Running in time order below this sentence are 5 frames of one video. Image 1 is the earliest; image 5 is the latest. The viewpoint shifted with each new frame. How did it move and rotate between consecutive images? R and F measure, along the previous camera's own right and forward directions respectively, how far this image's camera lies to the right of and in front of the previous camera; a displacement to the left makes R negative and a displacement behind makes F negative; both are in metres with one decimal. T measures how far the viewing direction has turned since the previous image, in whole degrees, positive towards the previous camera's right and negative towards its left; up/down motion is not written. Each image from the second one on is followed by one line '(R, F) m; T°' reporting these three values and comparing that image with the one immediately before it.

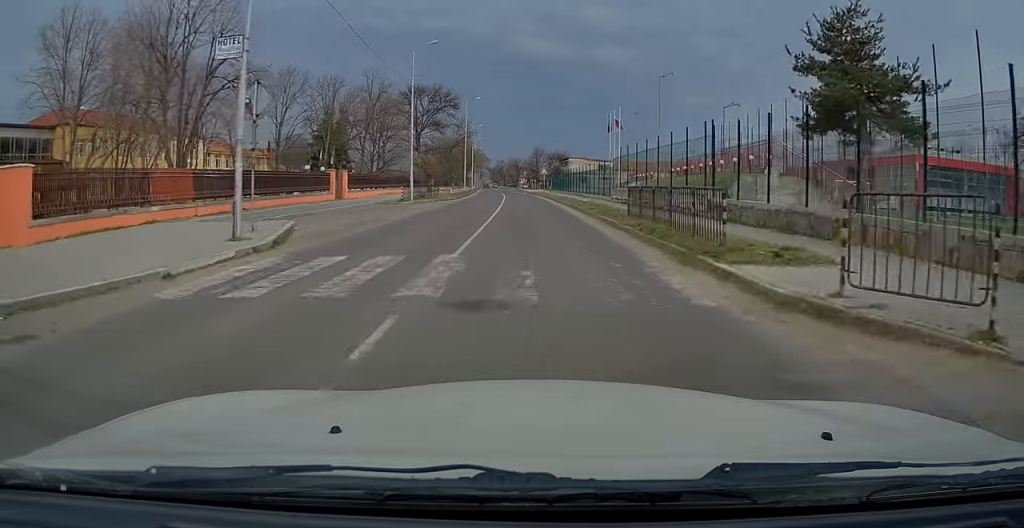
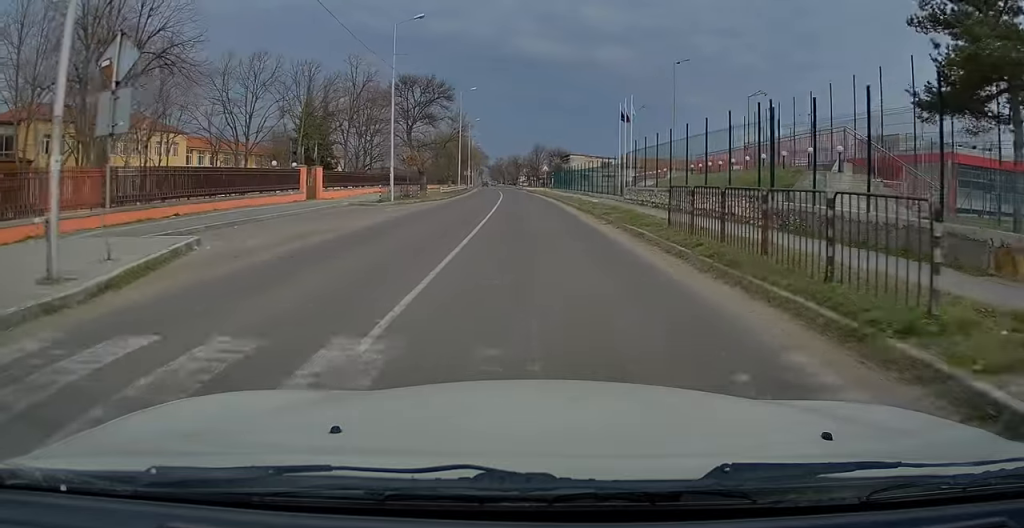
(+0.1, +5.9) m; 0°
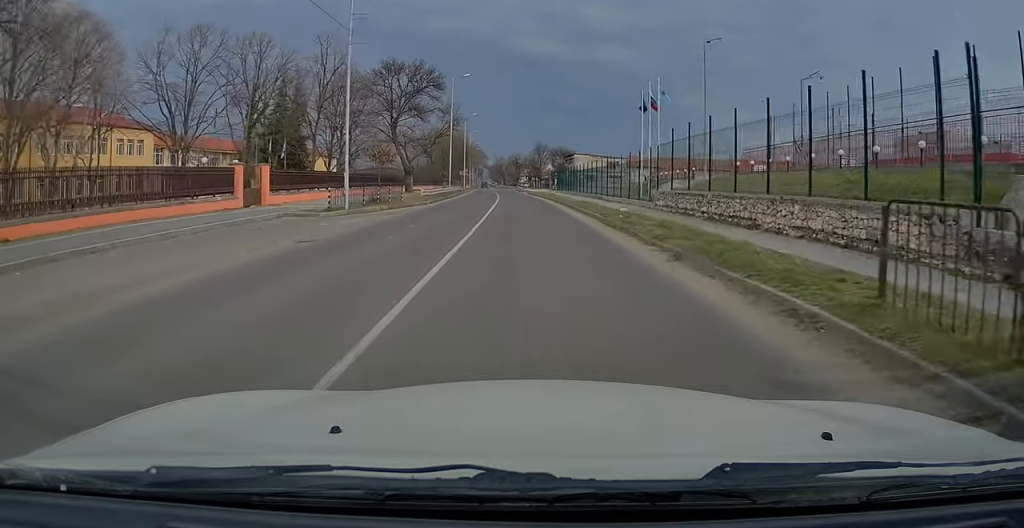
(-0.1, +9.1) m; -1°
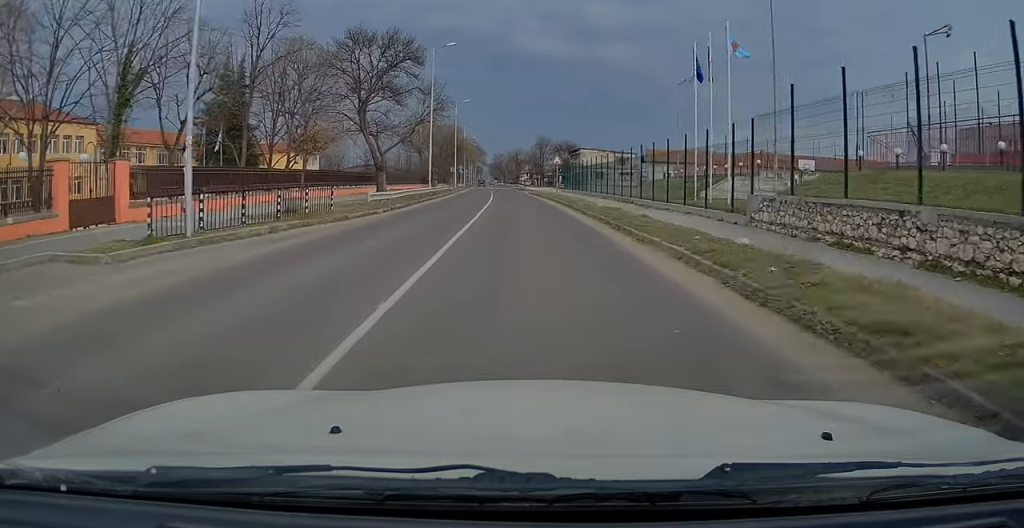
(-0.1, +12.8) m; +1°
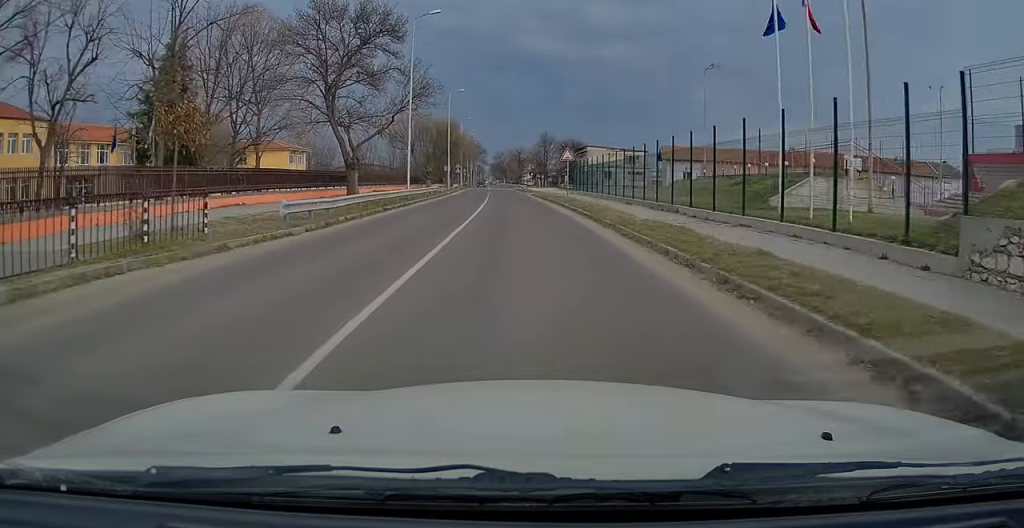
(+0.1, +9.4) m; -1°
